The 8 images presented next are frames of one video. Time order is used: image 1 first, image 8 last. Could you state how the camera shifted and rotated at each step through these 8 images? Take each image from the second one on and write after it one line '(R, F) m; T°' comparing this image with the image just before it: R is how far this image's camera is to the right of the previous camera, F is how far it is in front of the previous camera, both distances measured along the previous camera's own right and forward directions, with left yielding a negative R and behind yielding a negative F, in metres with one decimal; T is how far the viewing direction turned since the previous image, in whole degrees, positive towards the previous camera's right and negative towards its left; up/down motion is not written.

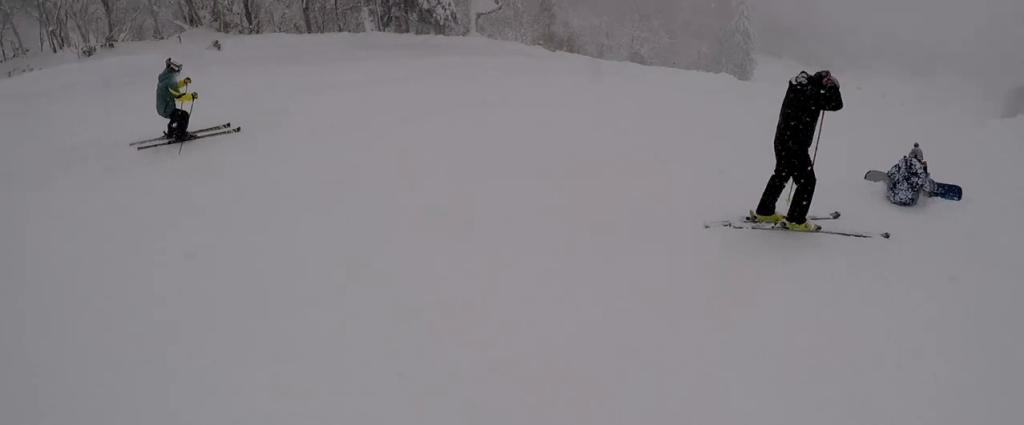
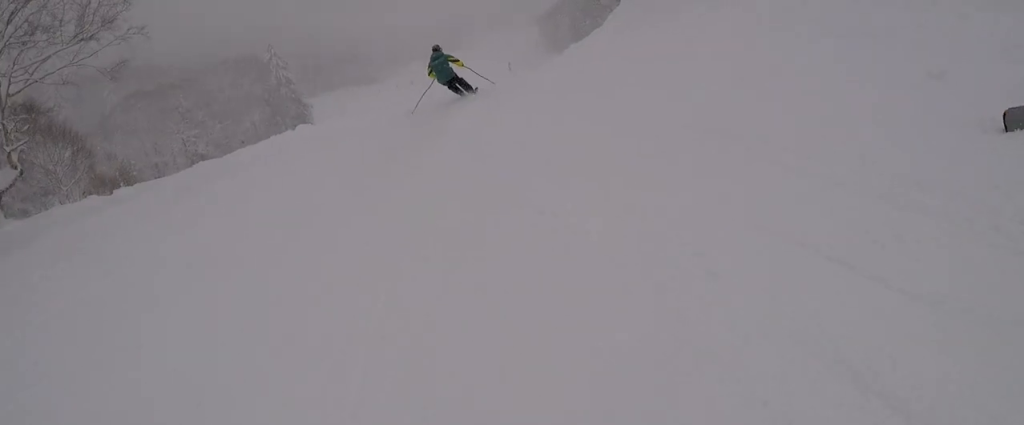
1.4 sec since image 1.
(-0.2, +5.5) m; +20°
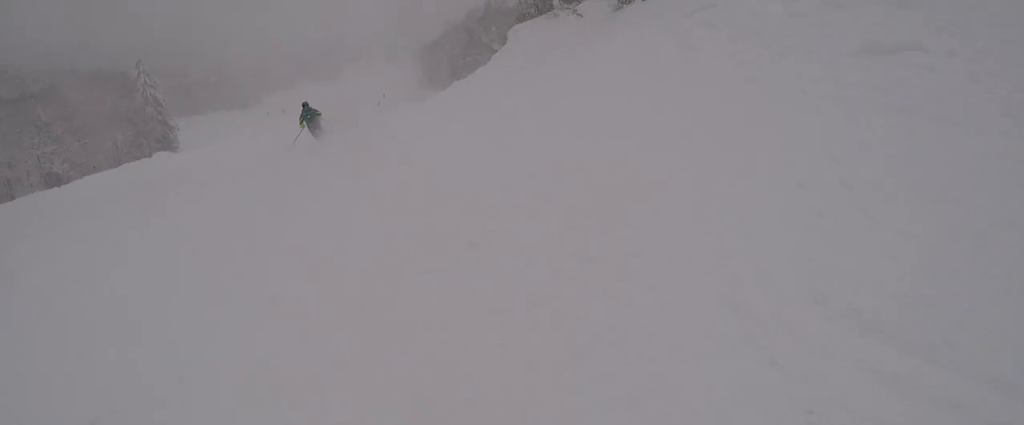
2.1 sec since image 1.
(+0.5, +3.4) m; +21°
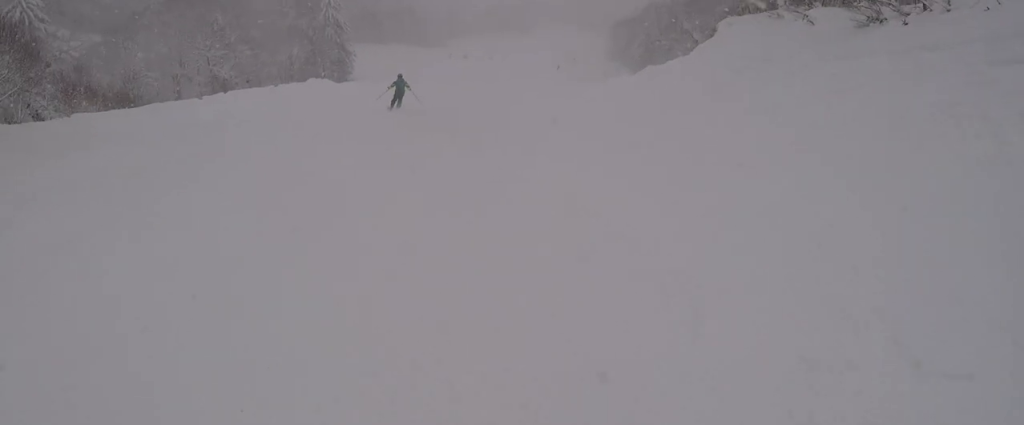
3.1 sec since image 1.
(+1.2, +4.6) m; +2°
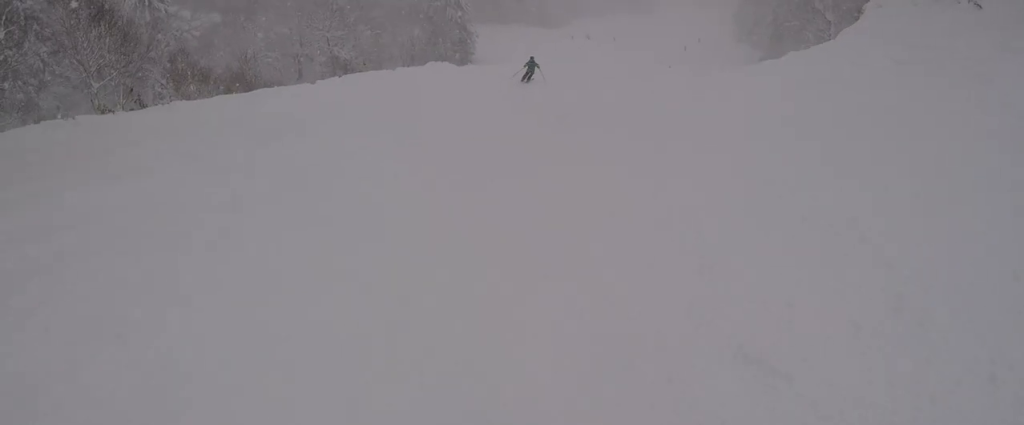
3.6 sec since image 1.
(-0.6, +3.0) m; -7°
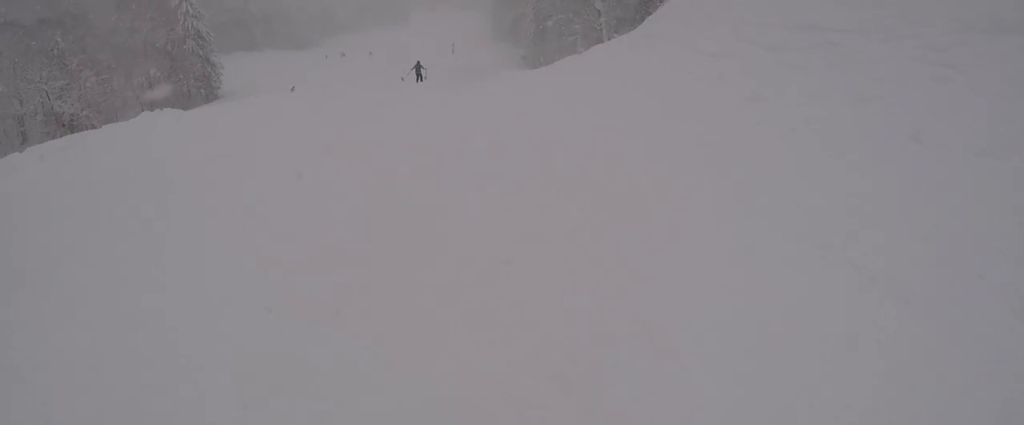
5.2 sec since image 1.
(-0.5, +8.7) m; +4°
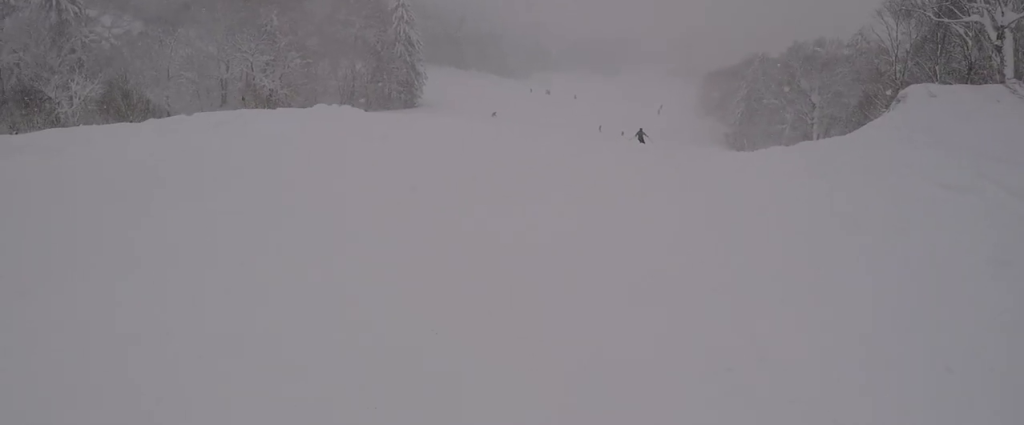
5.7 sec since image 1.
(+0.5, +2.6) m; -1°
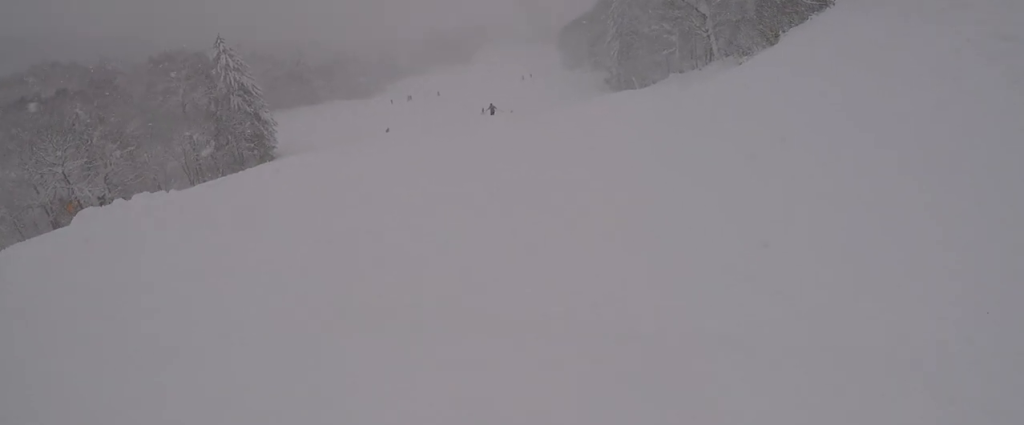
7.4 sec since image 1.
(-1.1, +10.4) m; -3°
